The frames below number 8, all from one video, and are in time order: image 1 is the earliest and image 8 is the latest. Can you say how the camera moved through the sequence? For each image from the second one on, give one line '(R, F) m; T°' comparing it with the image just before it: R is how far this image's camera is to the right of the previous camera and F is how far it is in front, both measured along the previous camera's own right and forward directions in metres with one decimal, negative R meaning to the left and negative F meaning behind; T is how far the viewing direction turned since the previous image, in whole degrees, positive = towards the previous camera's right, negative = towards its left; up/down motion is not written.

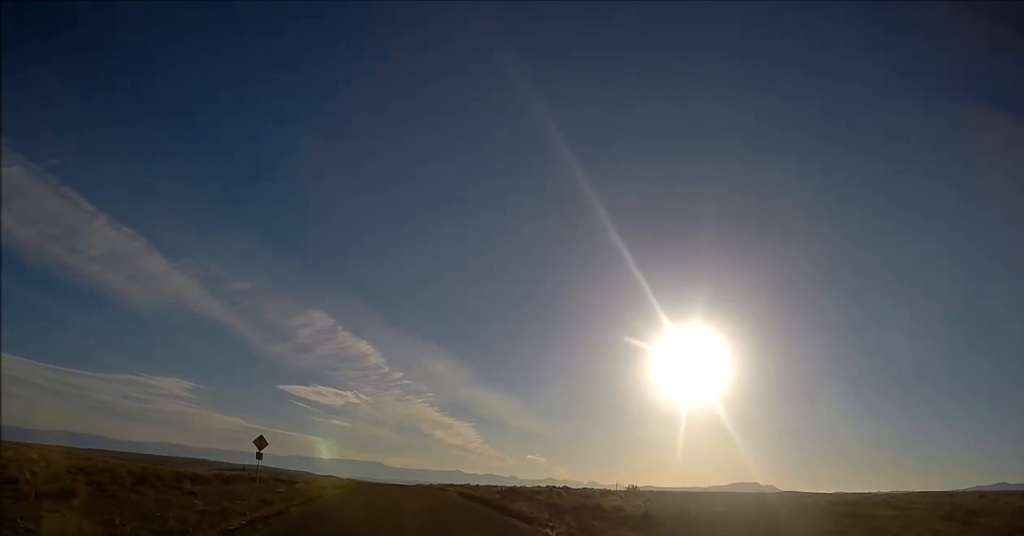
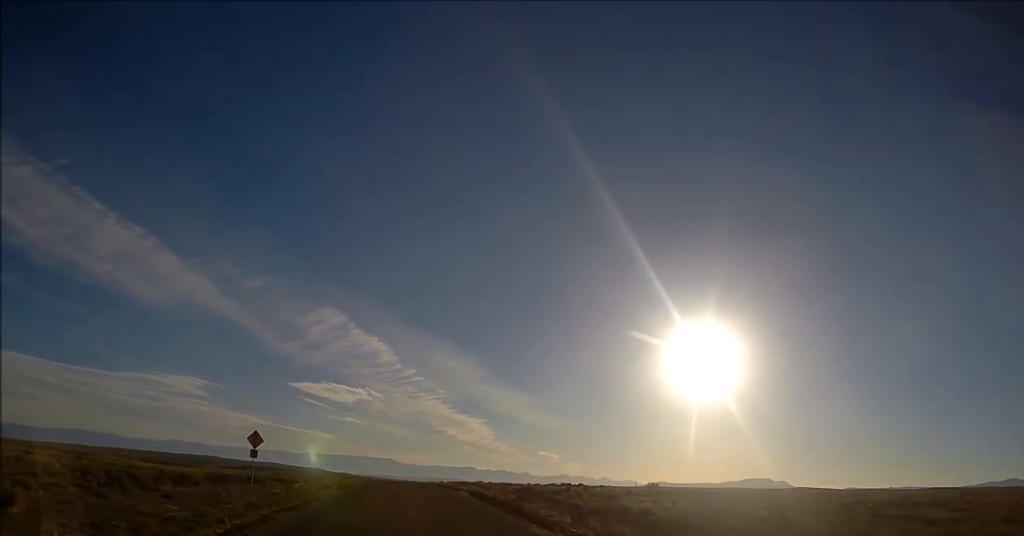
(-0.1, +3.3) m; -1°
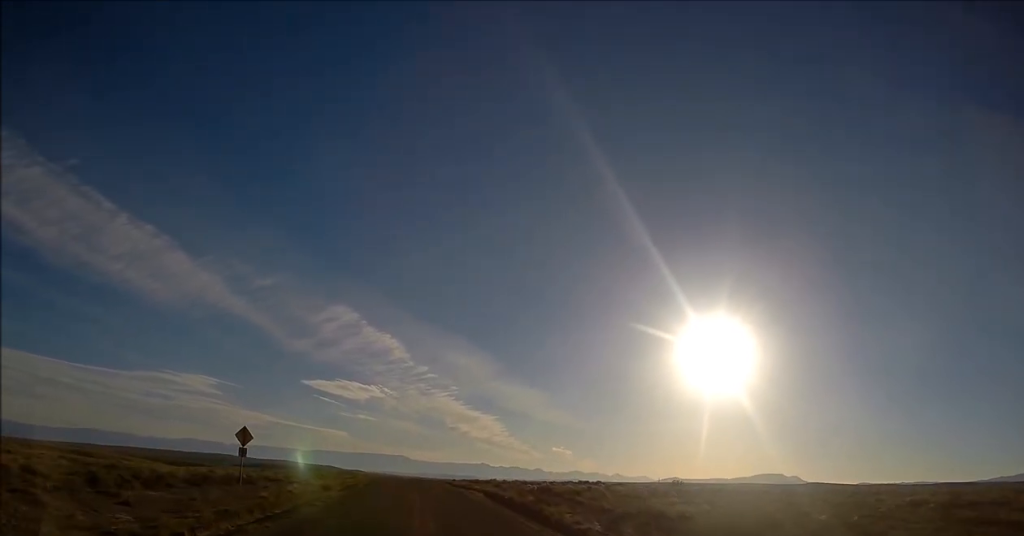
(0.0, +3.9) m; -1°
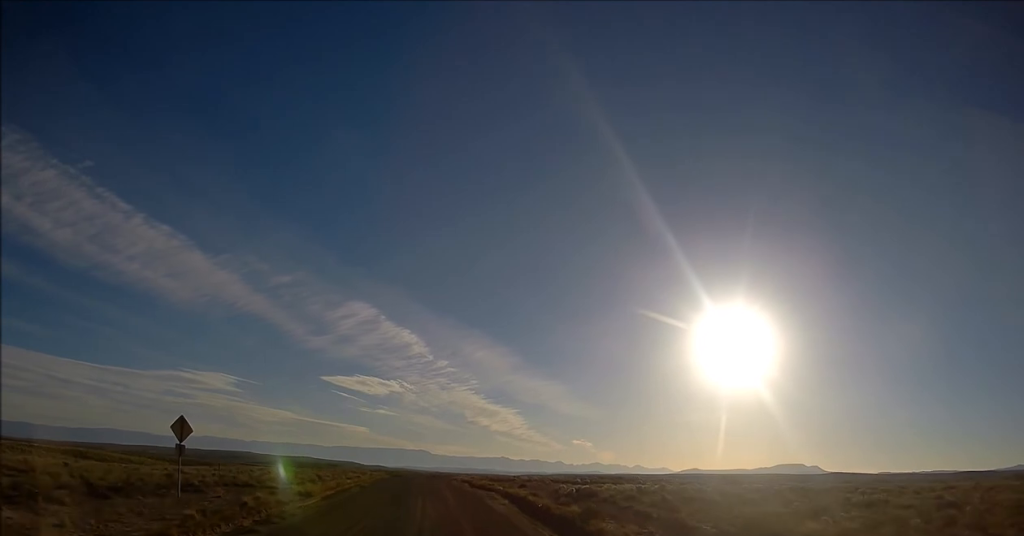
(-0.1, +9.3) m; -3°
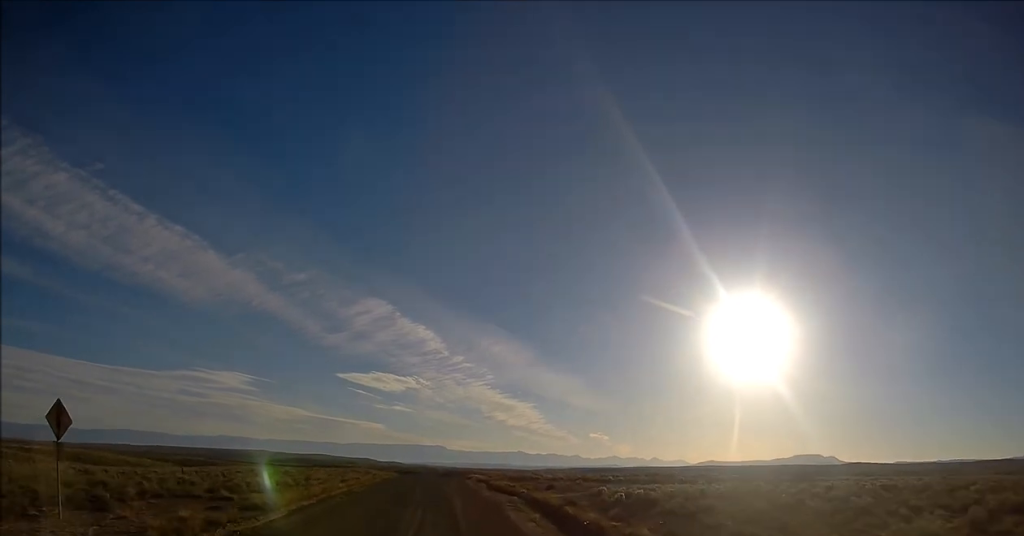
(-0.3, +8.9) m; -2°
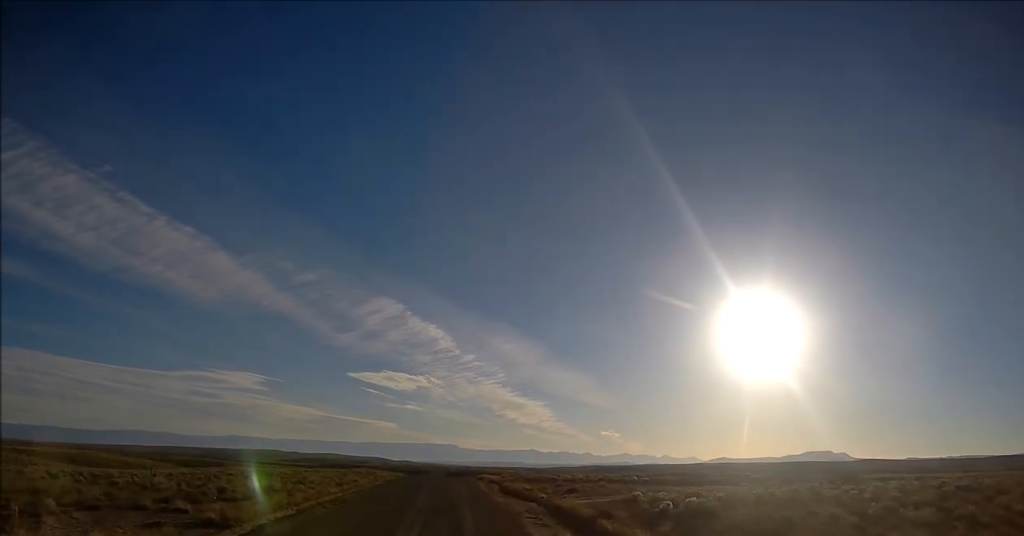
(0.0, +5.9) m; -1°
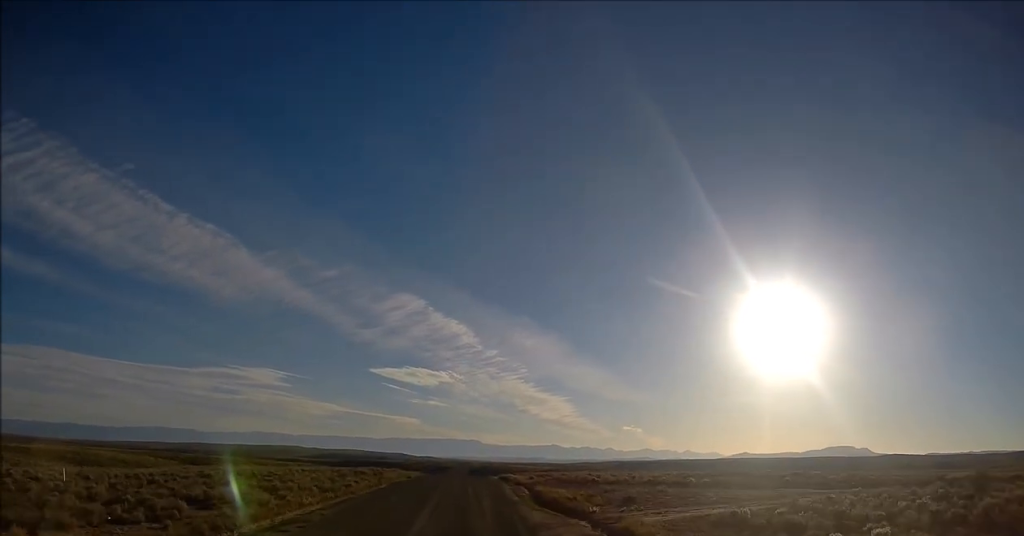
(-0.1, +10.2) m; +1°
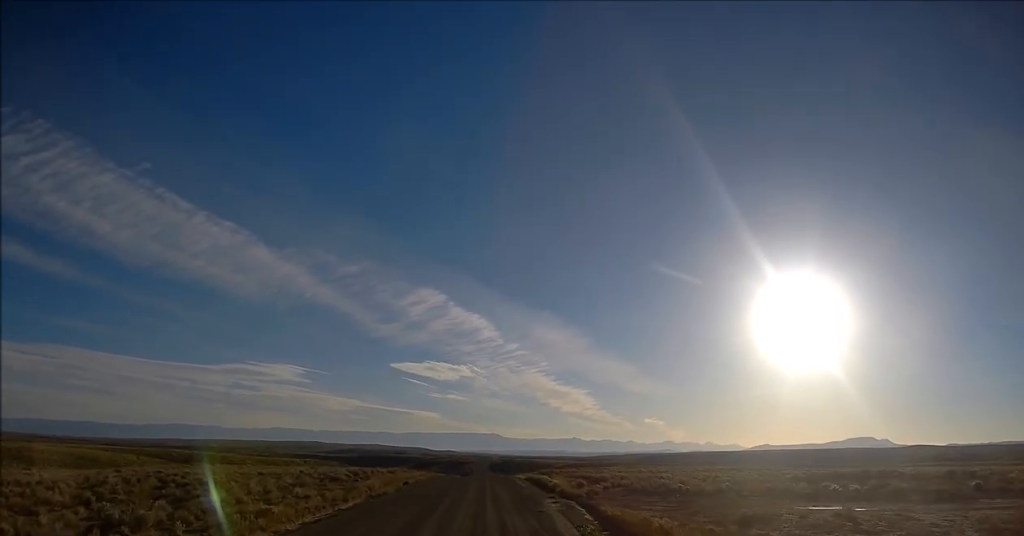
(-0.1, +17.3) m; -1°
